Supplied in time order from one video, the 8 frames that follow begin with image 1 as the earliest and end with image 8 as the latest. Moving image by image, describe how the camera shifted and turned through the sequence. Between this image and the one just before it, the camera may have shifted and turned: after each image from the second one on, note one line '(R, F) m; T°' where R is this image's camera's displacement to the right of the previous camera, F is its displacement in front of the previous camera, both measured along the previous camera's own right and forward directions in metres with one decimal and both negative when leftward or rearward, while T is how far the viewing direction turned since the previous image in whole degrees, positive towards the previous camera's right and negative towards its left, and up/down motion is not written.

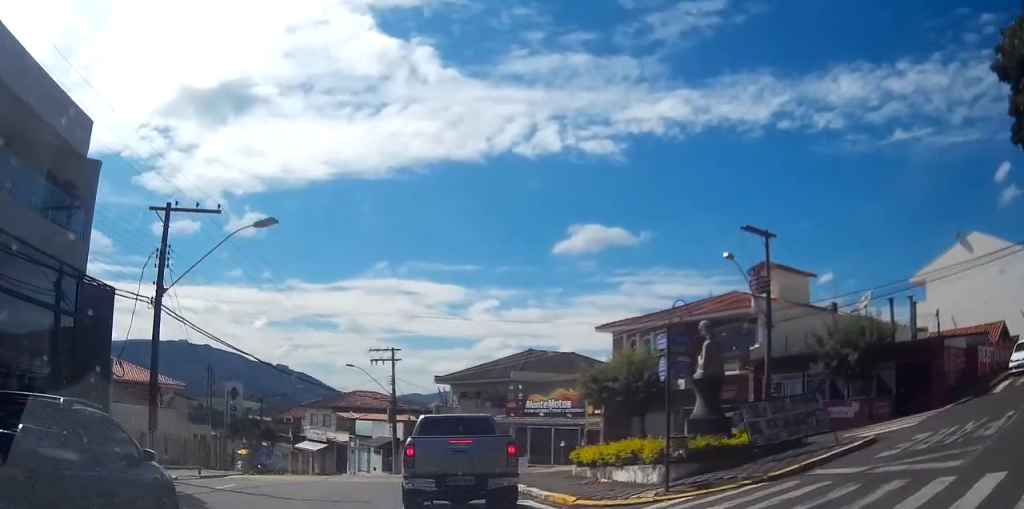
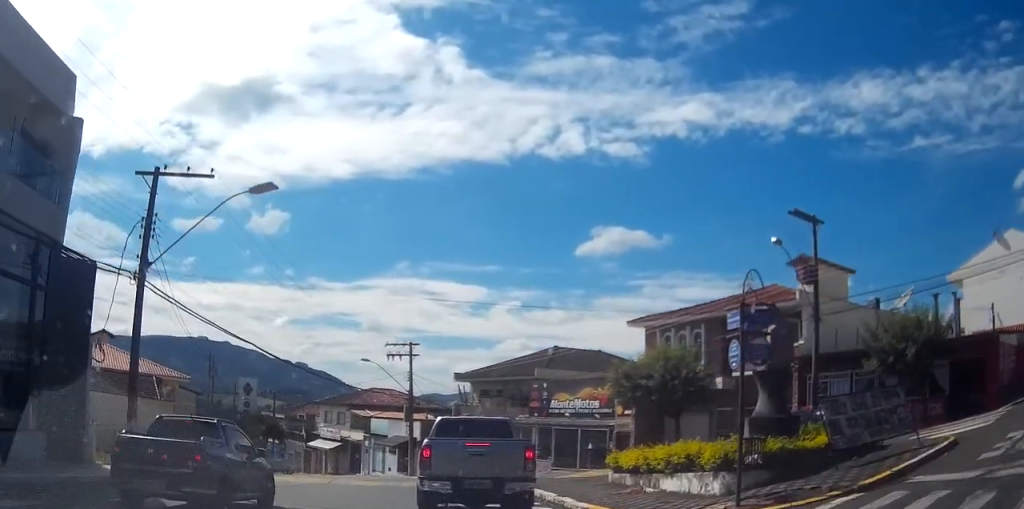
(-0.1, +2.8) m; -4°
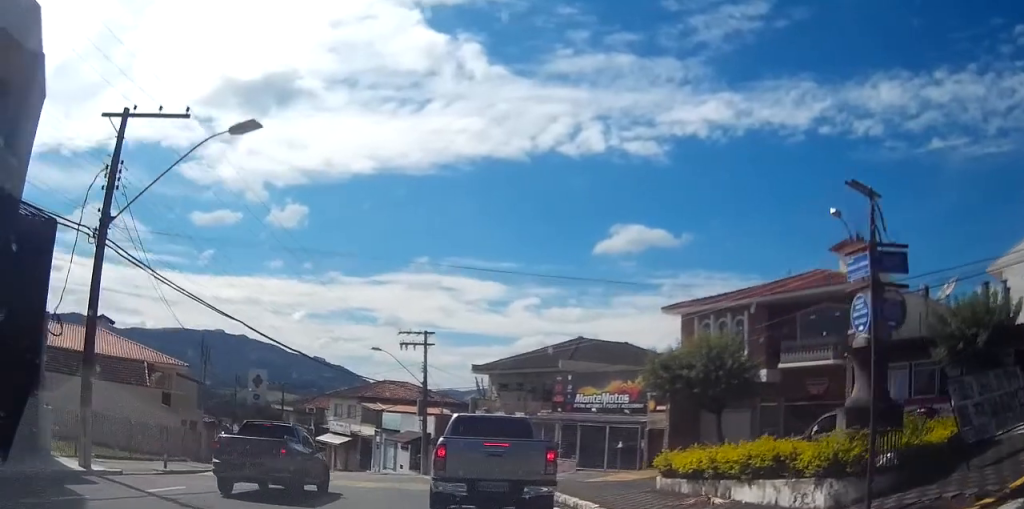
(-0.2, +3.4) m; -4°
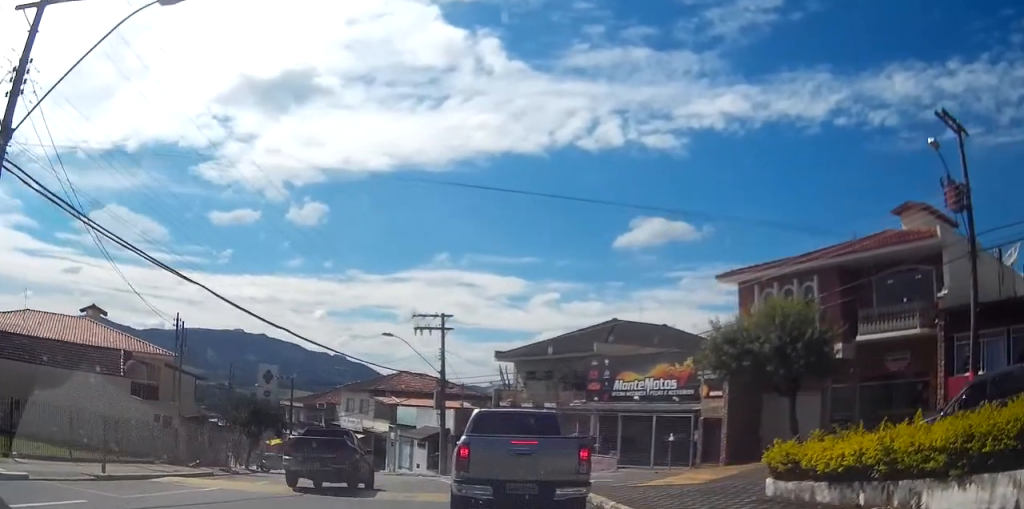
(-0.1, +5.4) m; -2°
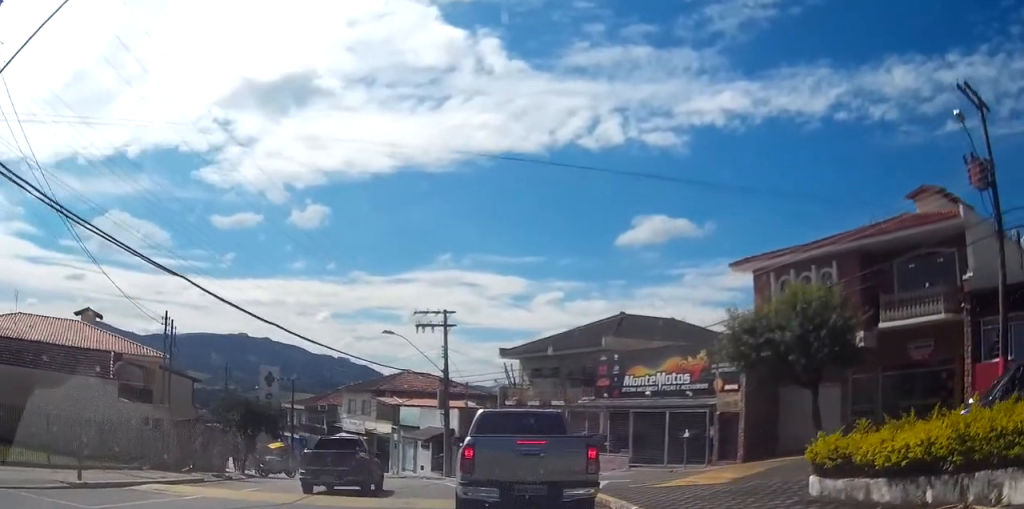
(0.0, +1.4) m; 0°
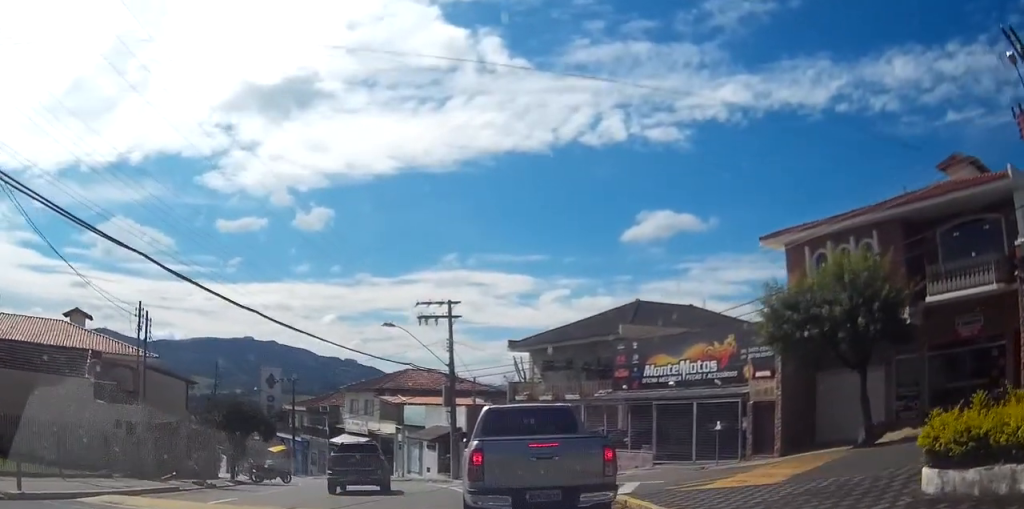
(0.0, +2.7) m; -1°
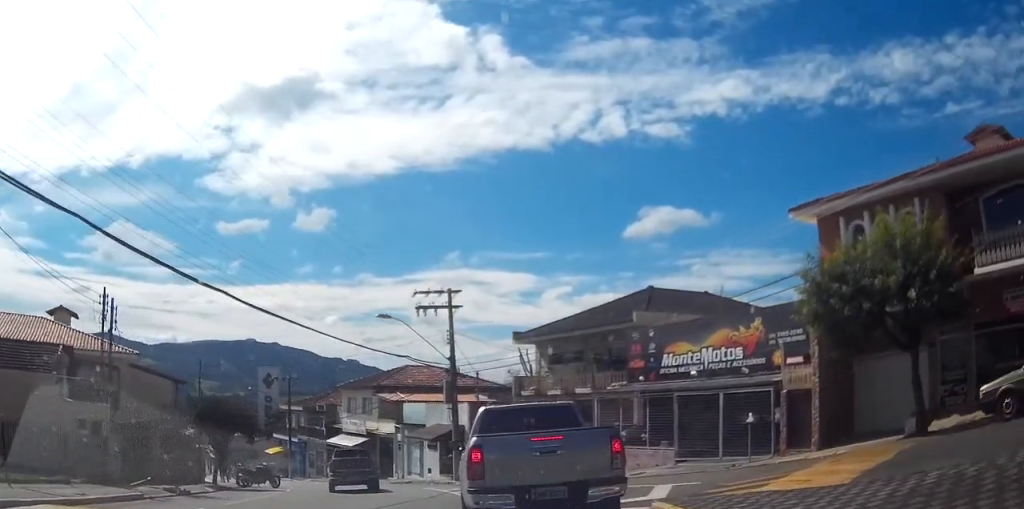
(0.0, +2.7) m; -3°
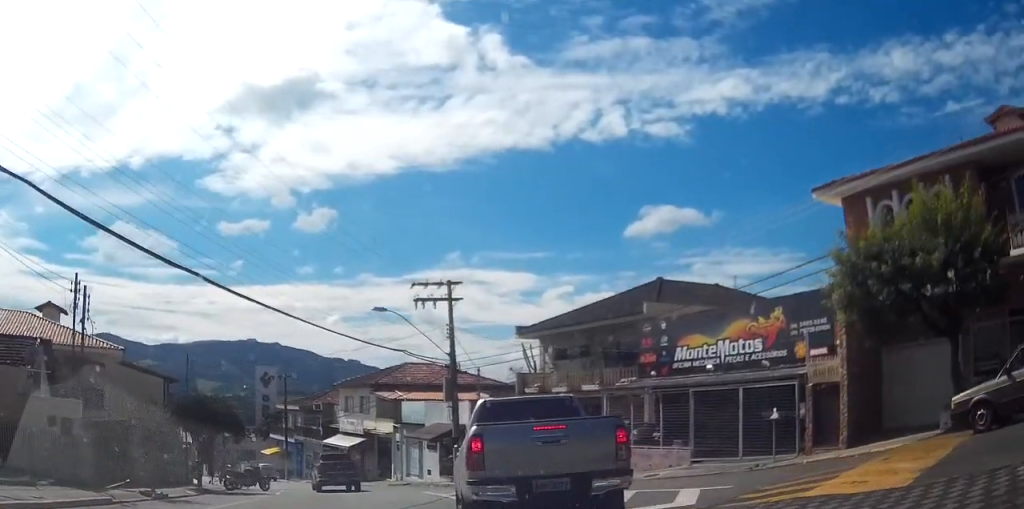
(-0.1, +1.9) m; -1°
